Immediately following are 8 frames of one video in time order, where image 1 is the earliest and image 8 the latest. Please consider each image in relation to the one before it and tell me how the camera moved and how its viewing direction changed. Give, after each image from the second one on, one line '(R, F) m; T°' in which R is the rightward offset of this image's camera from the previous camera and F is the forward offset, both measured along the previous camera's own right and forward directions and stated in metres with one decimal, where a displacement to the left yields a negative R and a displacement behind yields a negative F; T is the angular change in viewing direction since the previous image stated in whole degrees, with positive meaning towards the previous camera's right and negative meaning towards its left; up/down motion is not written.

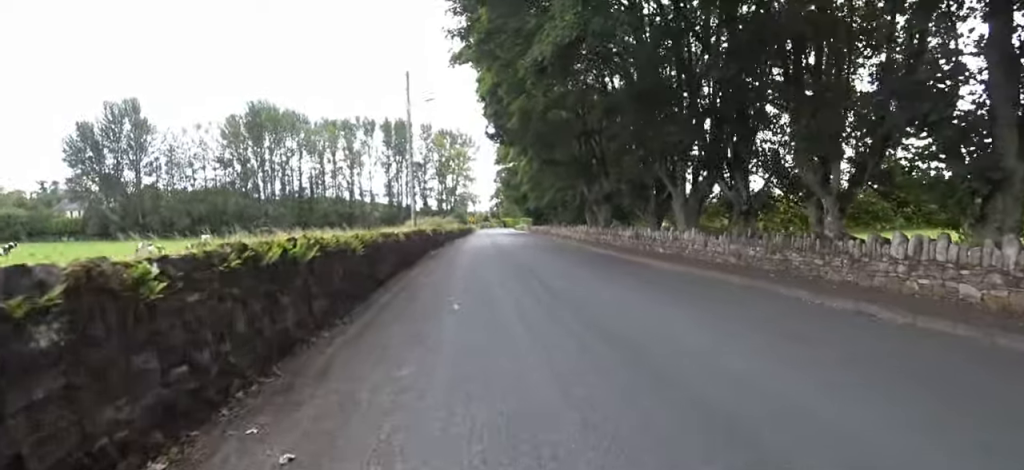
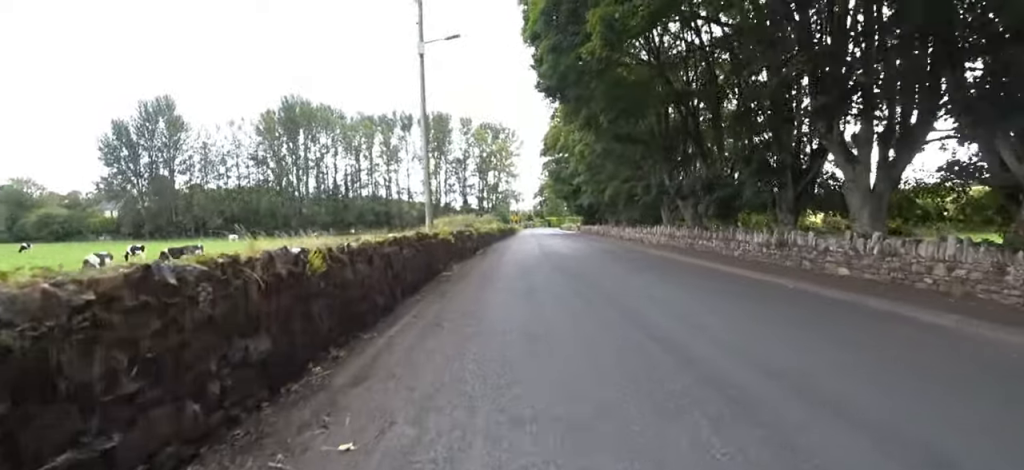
(0.0, +7.0) m; 0°
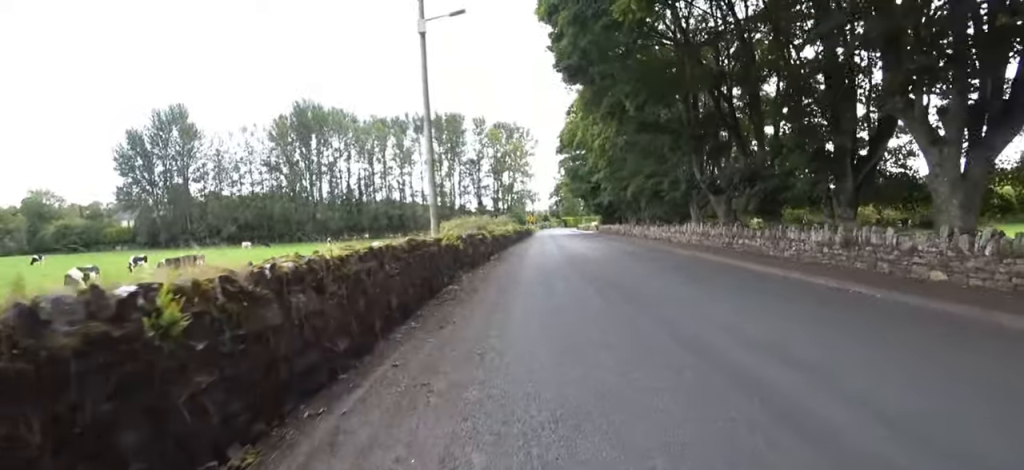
(+0.1, +1.7) m; 0°
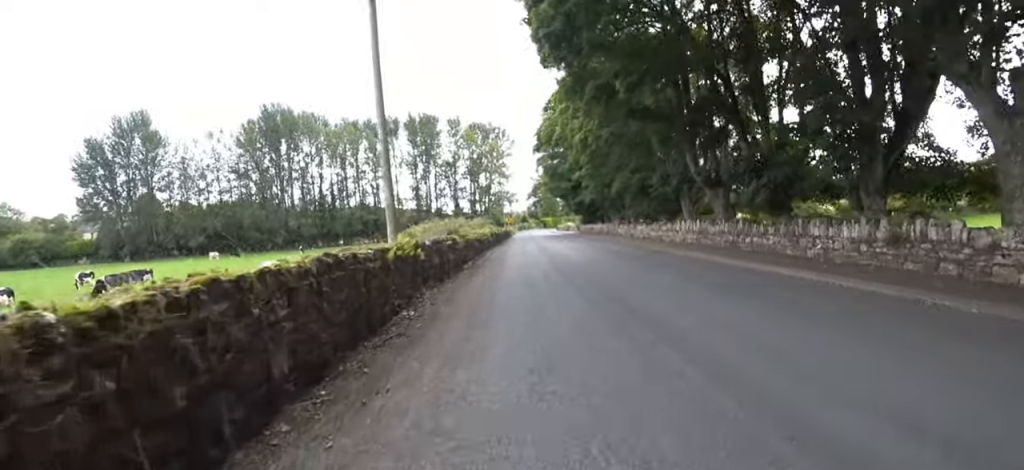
(+0.3, +2.0) m; 0°
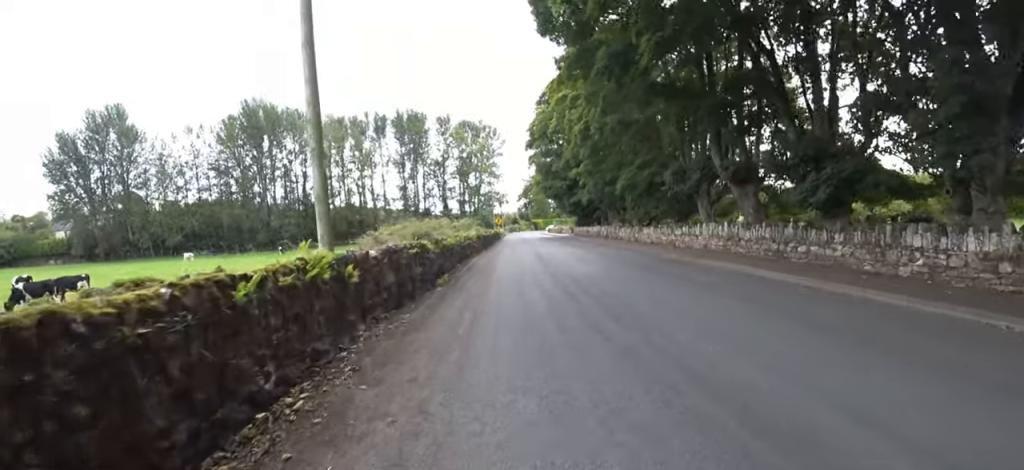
(-0.2, +3.0) m; 0°
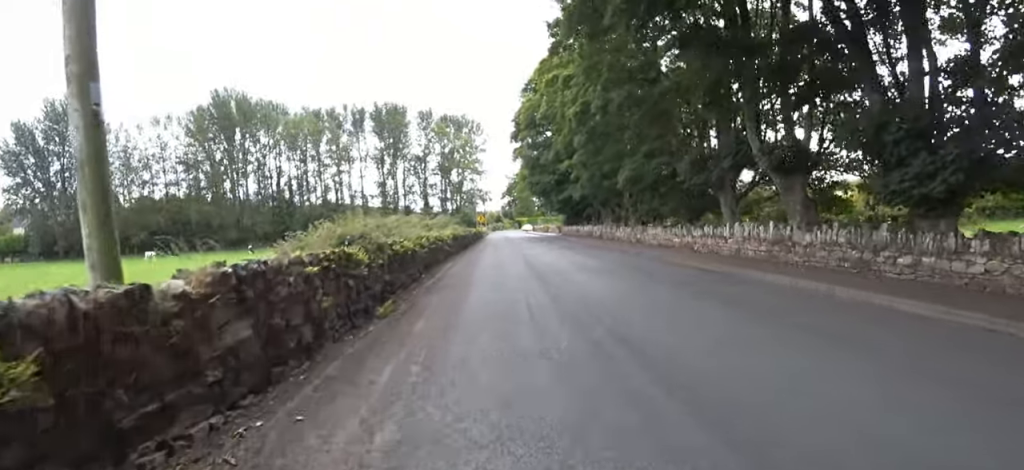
(-0.1, +3.4) m; 0°
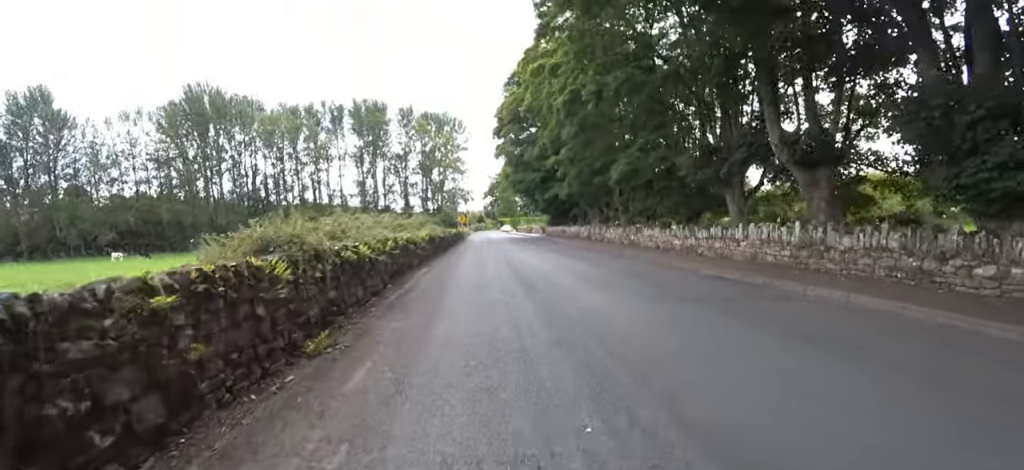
(+0.3, +1.7) m; 0°
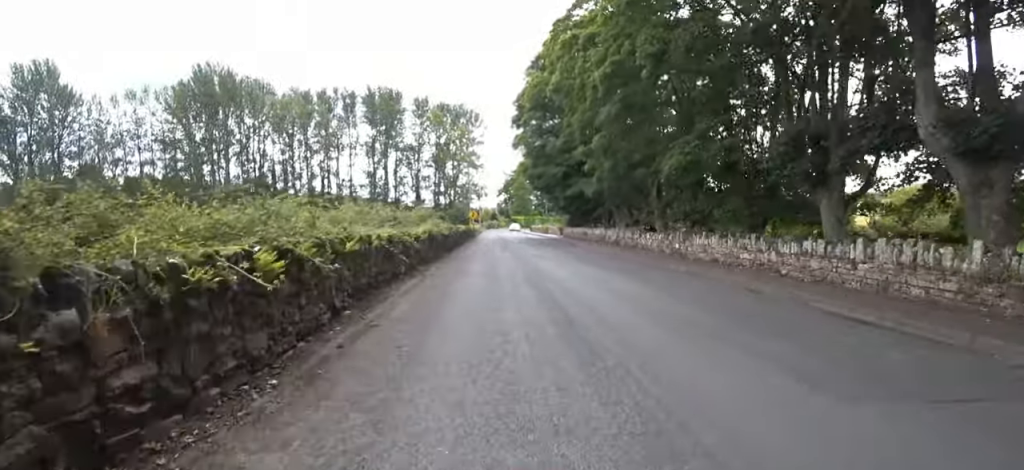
(-0.2, +3.3) m; -5°
